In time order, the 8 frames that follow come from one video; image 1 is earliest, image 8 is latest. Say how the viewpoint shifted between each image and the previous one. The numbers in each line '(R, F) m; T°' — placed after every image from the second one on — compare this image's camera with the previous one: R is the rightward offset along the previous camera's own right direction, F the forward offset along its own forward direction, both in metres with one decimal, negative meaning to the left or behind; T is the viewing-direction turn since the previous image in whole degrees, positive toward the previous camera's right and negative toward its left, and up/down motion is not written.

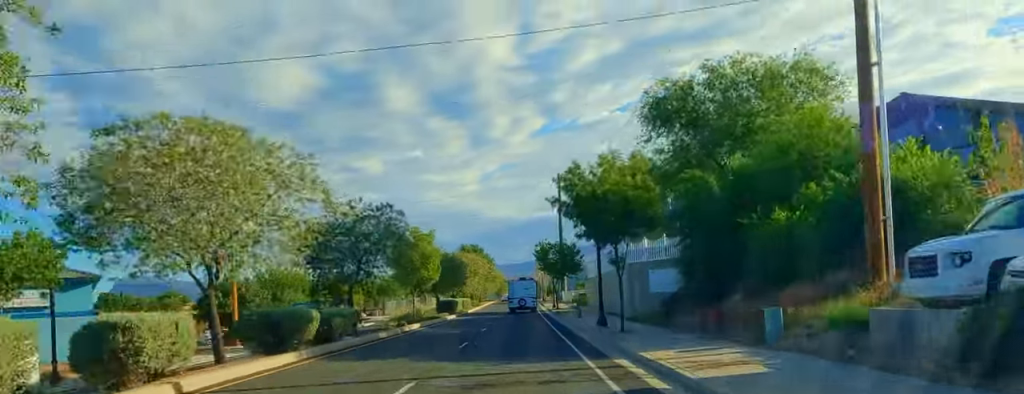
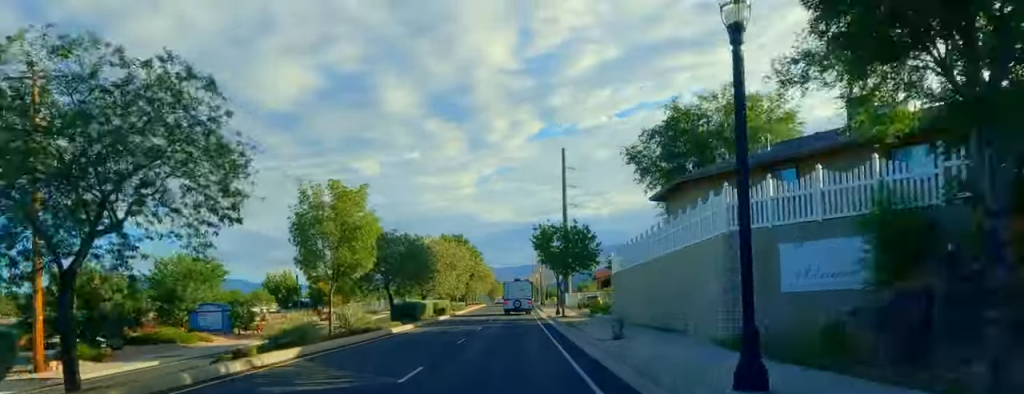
(-0.3, +20.6) m; 0°
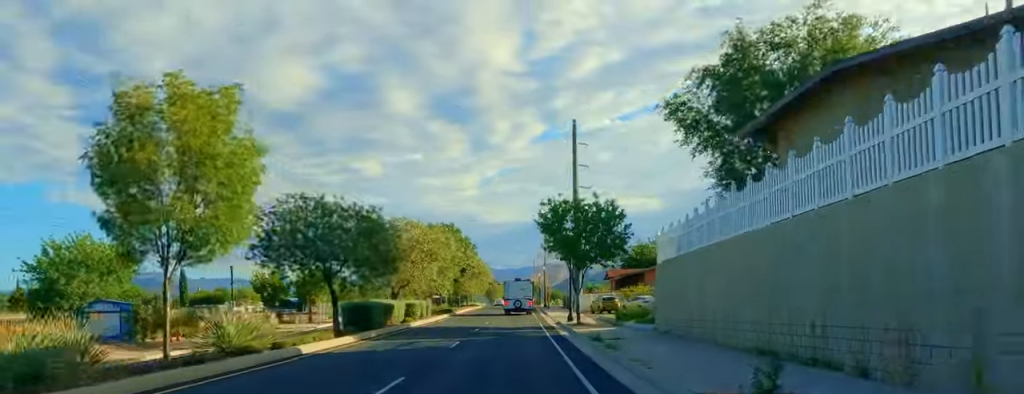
(+0.8, +14.0) m; +1°
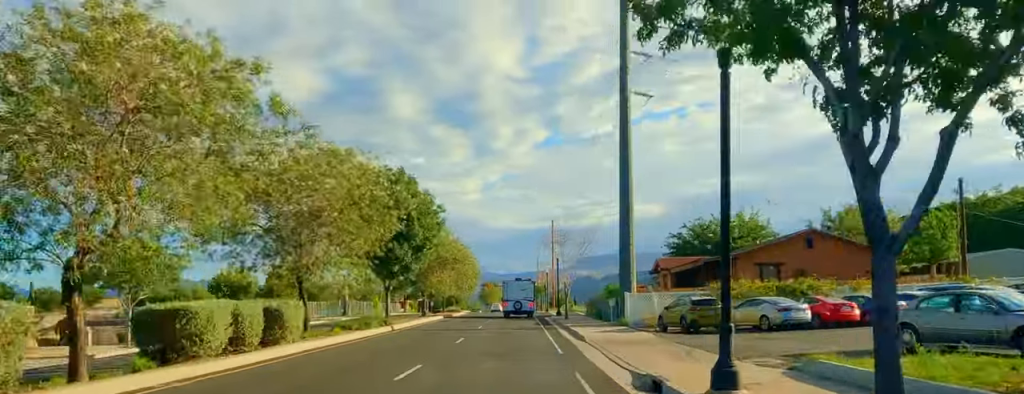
(-0.3, +32.9) m; -2°
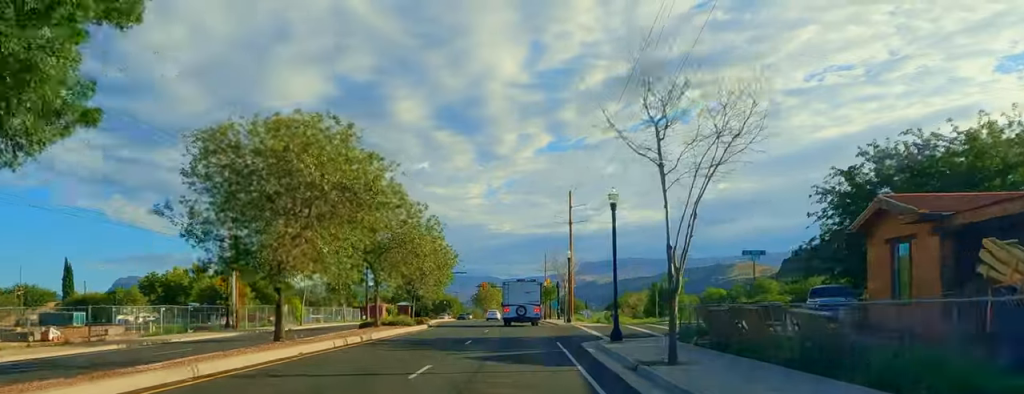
(-0.5, +33.4) m; -1°
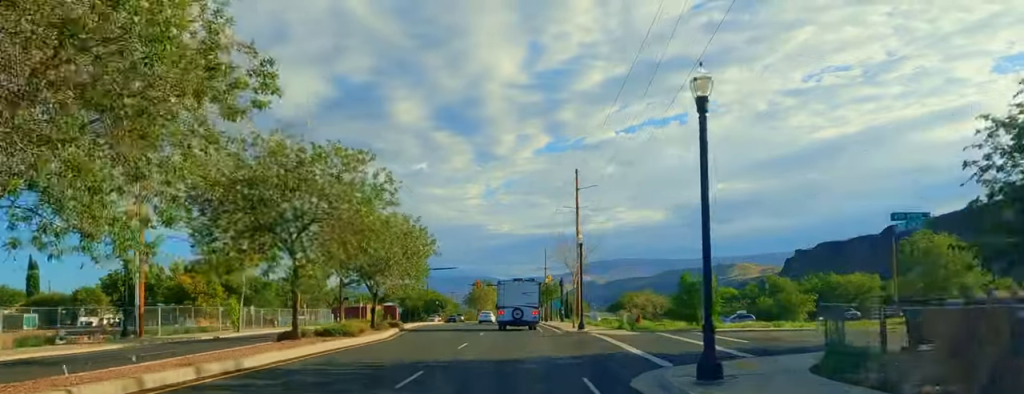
(0.0, +11.6) m; +1°
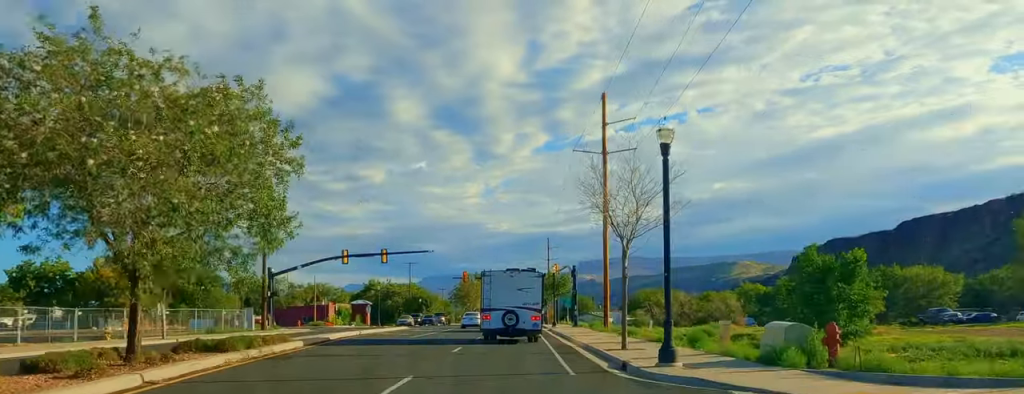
(+0.3, +21.3) m; +1°
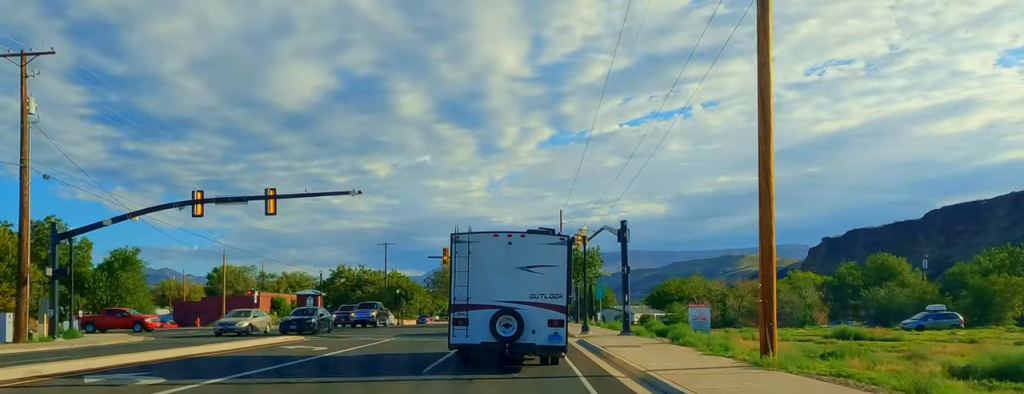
(-0.5, +28.4) m; -1°
